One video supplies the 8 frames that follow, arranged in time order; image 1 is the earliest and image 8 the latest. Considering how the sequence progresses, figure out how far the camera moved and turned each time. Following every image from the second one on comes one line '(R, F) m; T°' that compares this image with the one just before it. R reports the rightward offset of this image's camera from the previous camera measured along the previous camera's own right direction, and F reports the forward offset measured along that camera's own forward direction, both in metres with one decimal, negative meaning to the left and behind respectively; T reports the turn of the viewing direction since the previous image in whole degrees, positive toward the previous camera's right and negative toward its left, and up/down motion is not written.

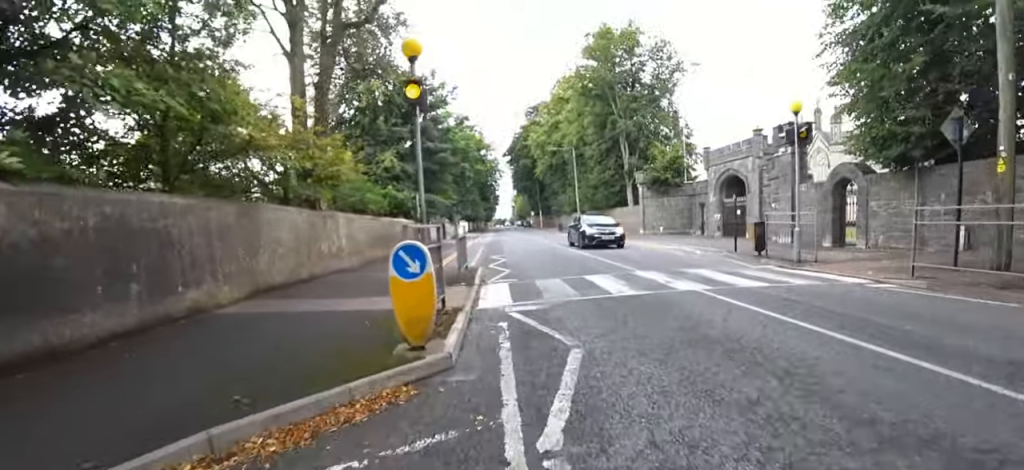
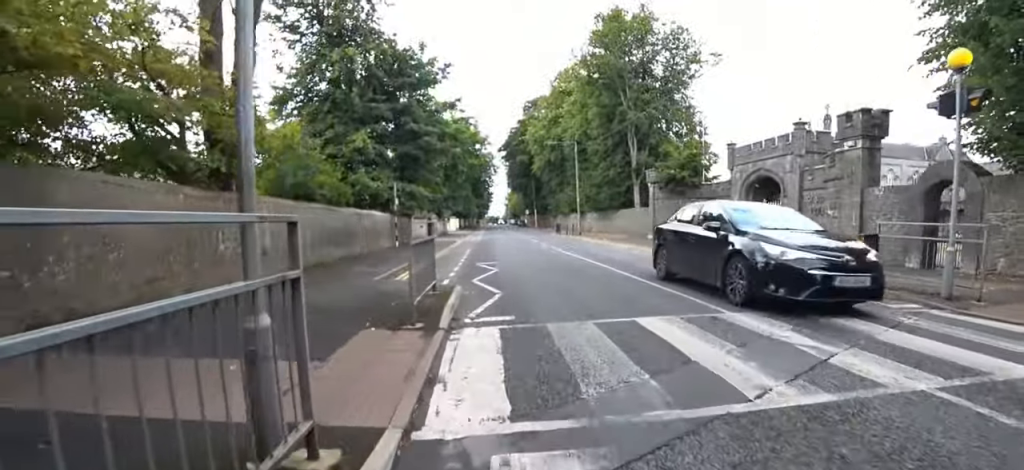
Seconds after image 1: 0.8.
(0.0, +3.9) m; 0°
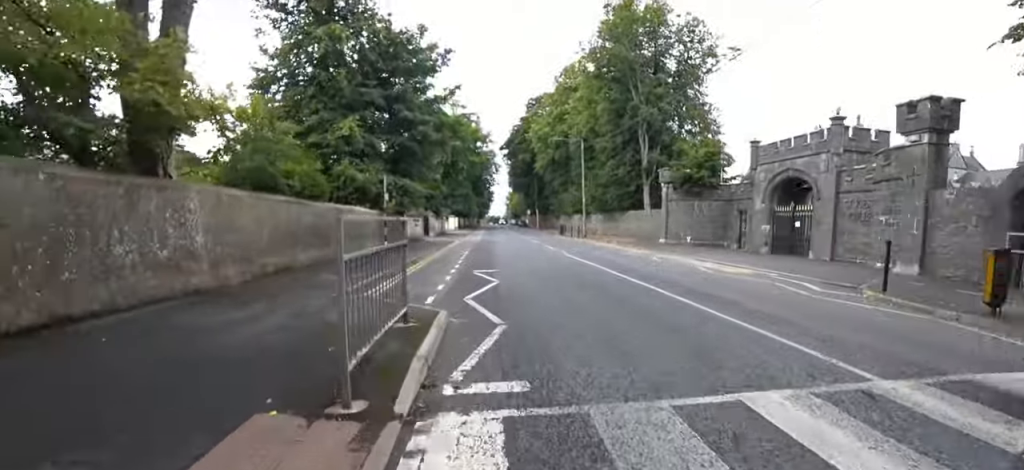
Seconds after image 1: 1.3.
(0.0, +2.2) m; 0°
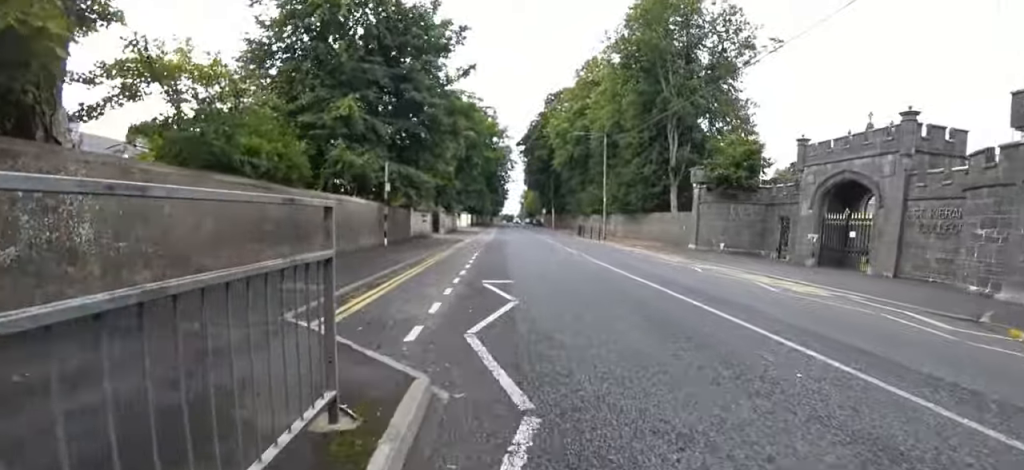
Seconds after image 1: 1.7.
(0.0, +2.4) m; 0°
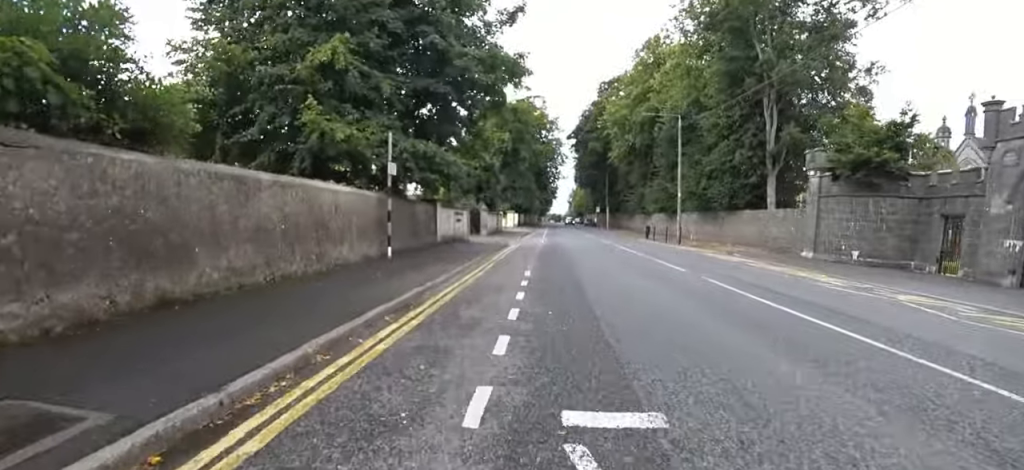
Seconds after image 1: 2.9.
(0.0, +5.9) m; 0°
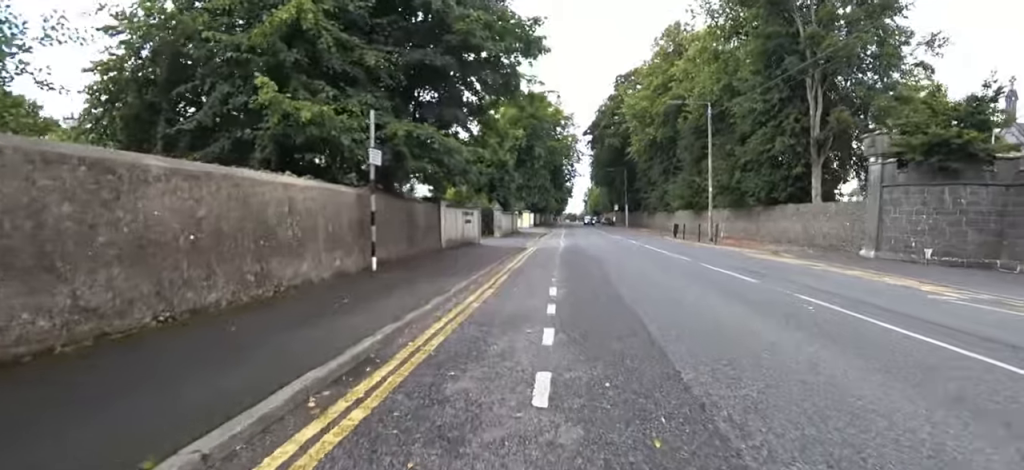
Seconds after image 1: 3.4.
(0.0, +2.4) m; +1°
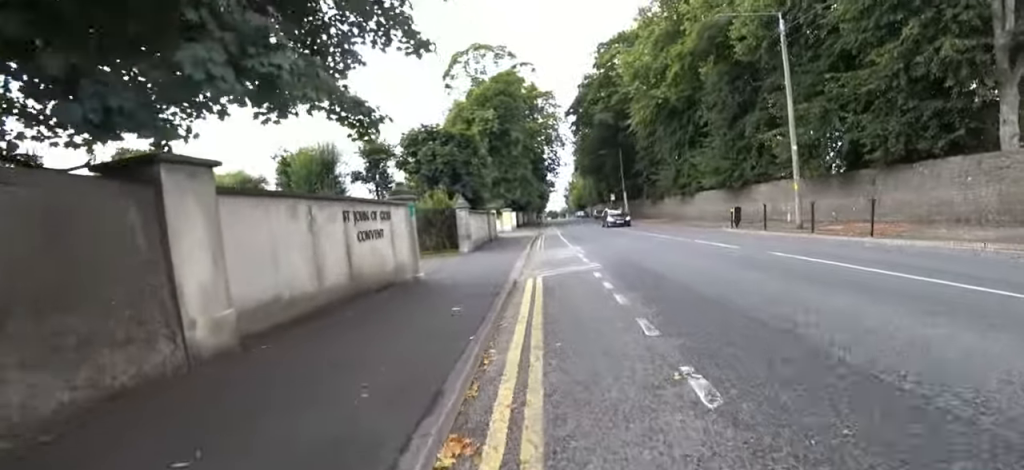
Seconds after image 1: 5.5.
(+0.7, +10.8) m; +2°
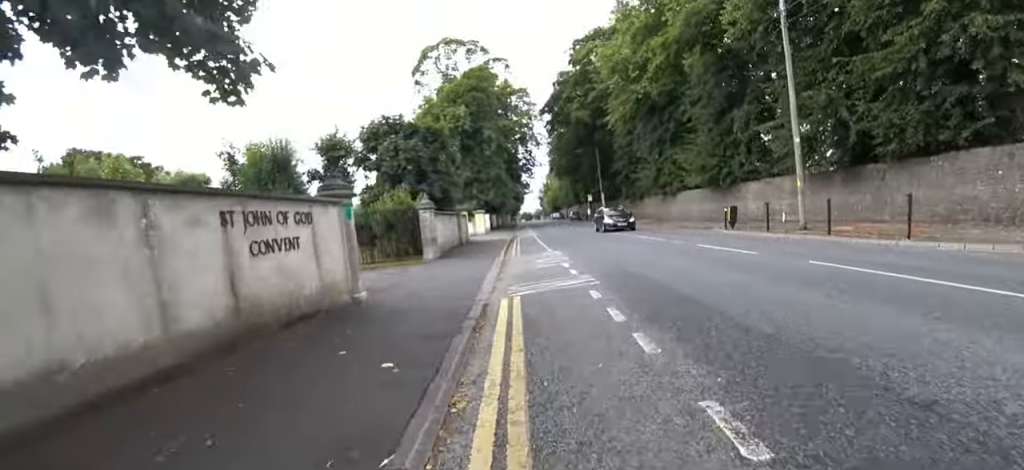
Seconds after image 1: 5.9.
(-0.1, +2.2) m; -2°
